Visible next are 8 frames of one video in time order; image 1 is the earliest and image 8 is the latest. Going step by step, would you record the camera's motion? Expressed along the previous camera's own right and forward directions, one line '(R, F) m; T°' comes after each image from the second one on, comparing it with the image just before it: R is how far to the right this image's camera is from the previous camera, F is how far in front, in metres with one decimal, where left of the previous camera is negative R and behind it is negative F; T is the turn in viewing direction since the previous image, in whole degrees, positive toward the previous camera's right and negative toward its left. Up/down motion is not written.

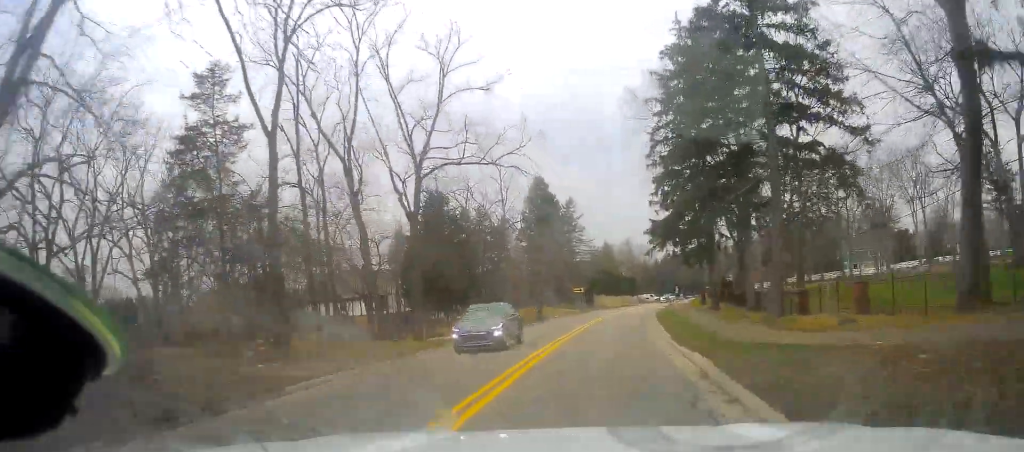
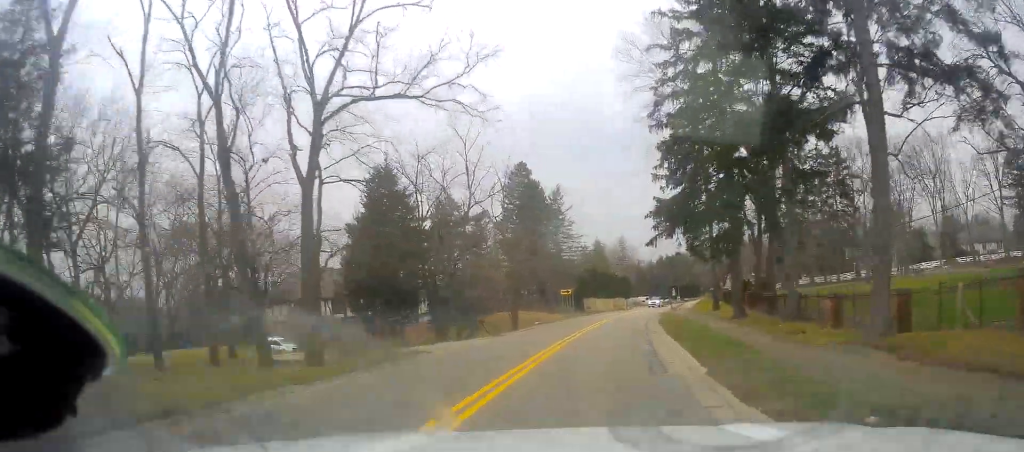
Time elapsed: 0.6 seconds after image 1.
(-0.2, +9.8) m; +1°
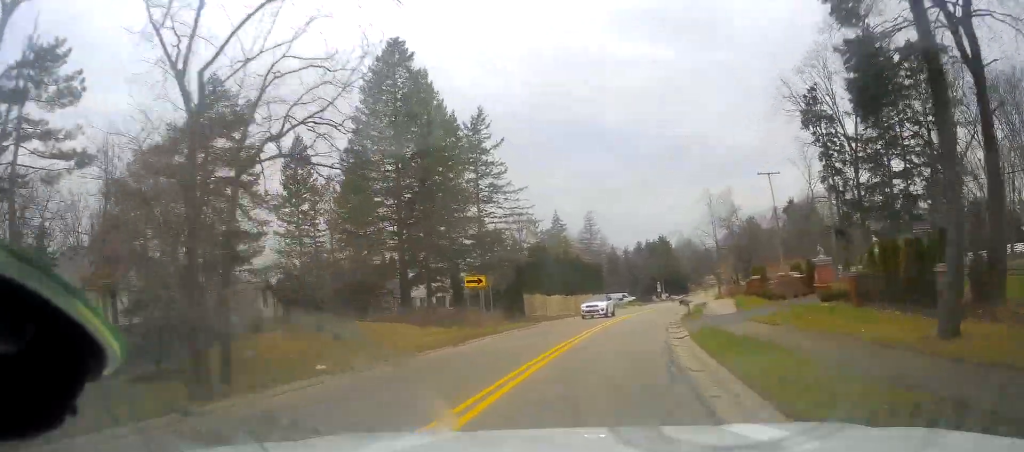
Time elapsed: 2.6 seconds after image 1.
(+1.1, +32.7) m; +4°
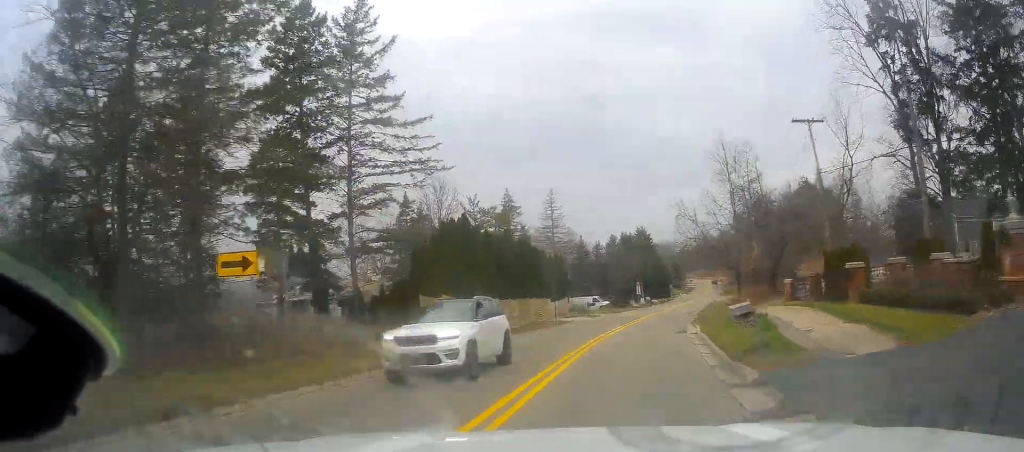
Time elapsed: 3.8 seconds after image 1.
(+0.5, +19.8) m; +4°
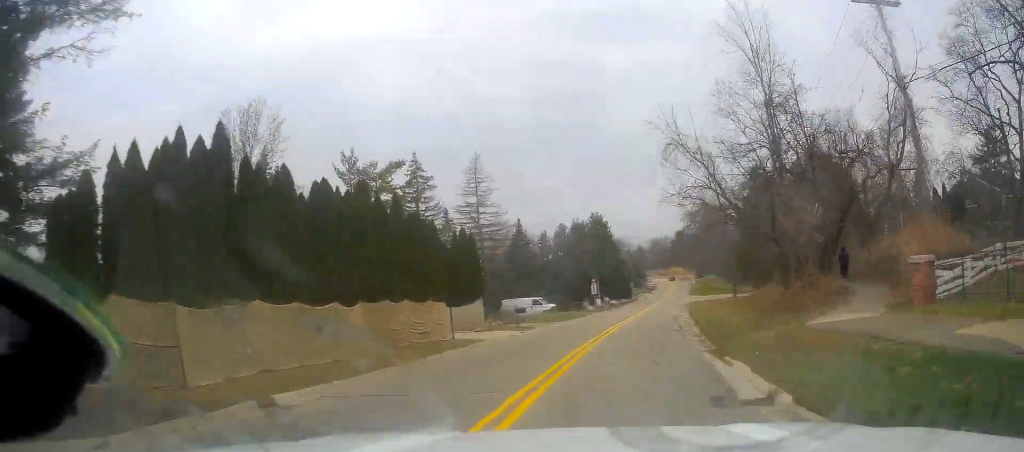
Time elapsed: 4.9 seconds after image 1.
(+0.6, +18.4) m; +3°
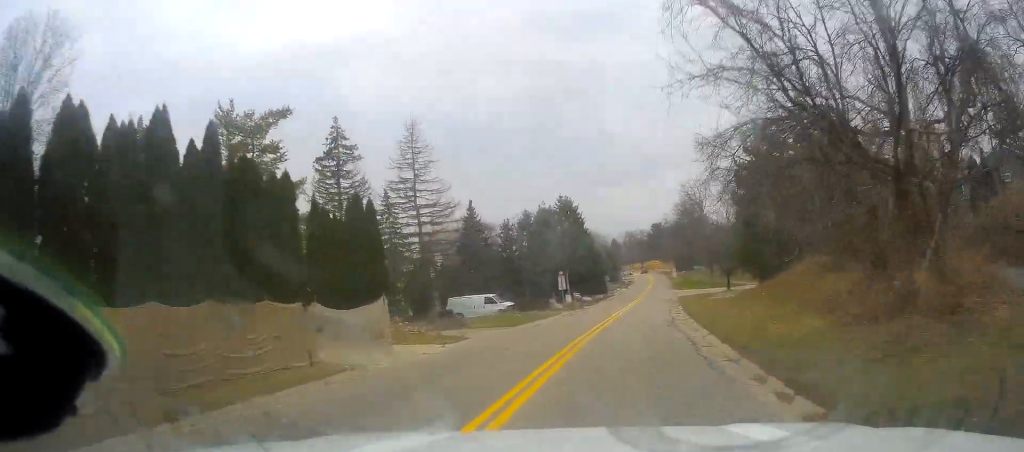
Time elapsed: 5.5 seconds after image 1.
(+0.2, +10.6) m; +2°
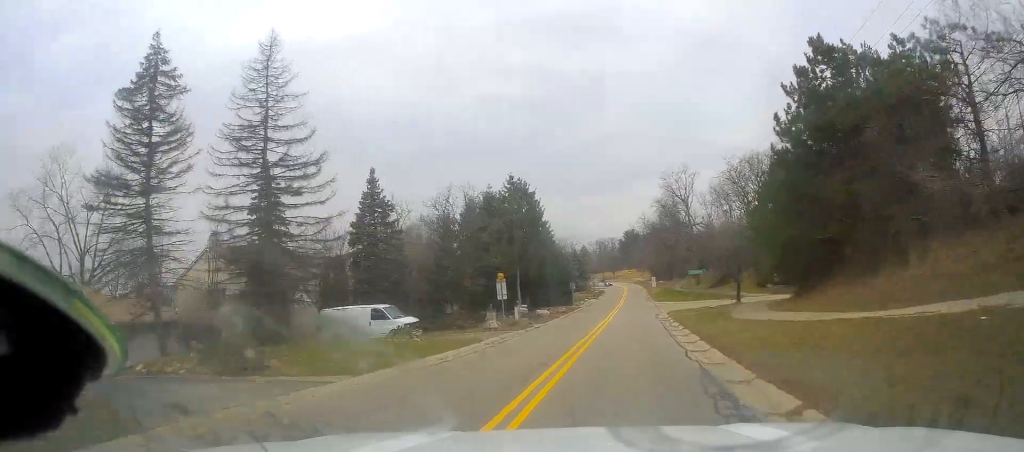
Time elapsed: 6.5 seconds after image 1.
(+0.5, +16.9) m; +3°
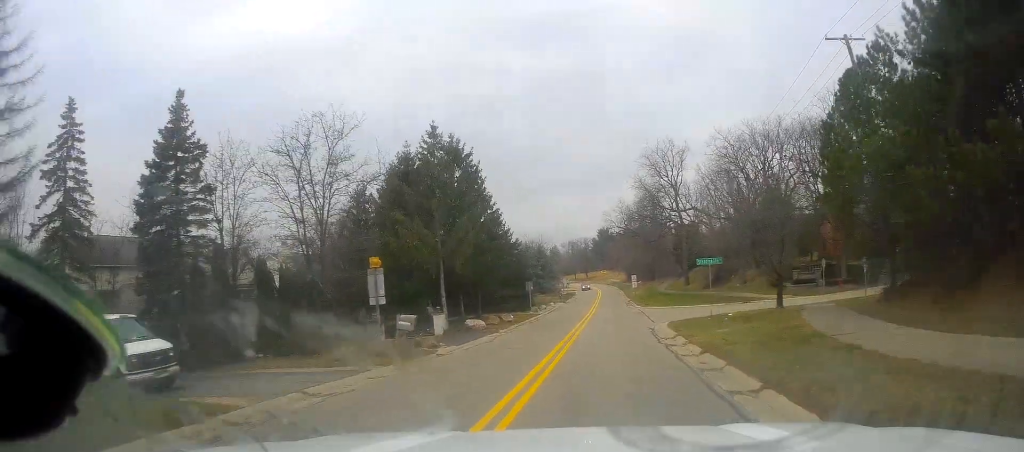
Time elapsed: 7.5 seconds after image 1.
(+0.4, +16.4) m; +1°
